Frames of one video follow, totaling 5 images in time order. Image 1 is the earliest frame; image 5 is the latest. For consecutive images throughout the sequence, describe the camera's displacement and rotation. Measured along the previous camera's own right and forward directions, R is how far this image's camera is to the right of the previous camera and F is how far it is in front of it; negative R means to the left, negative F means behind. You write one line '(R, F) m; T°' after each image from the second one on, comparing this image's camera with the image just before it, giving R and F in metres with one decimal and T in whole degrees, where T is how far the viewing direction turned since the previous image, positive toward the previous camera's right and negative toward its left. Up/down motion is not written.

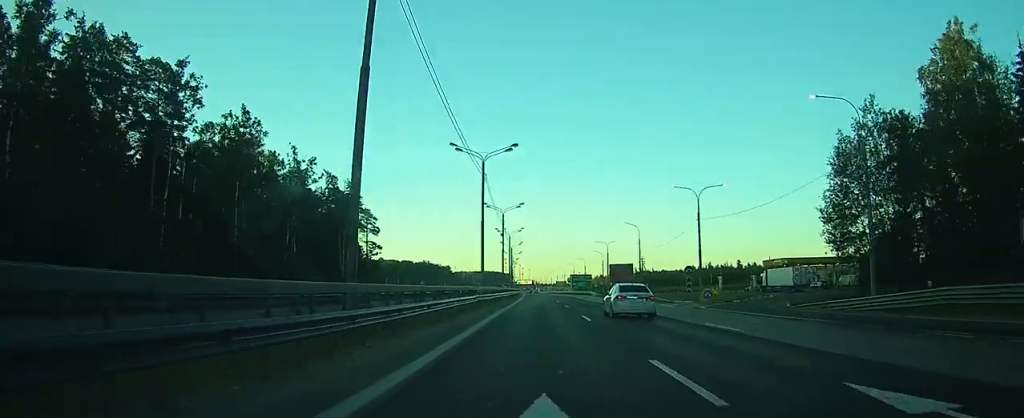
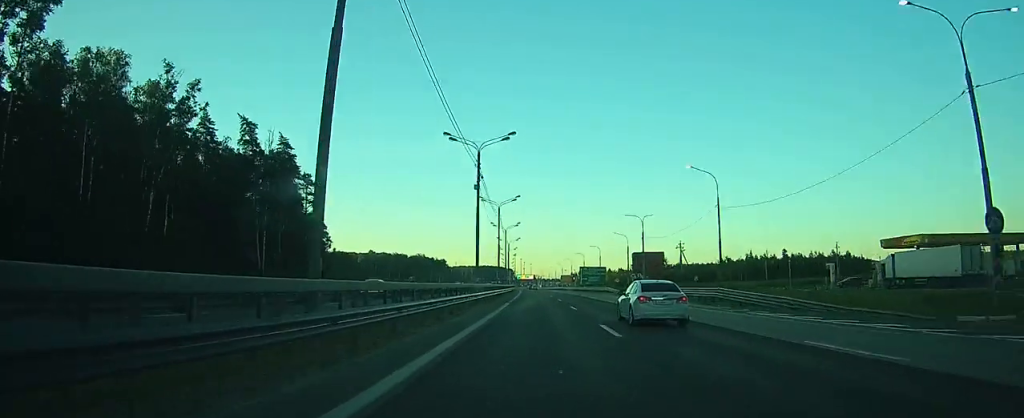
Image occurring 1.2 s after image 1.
(-0.1, +39.4) m; 0°
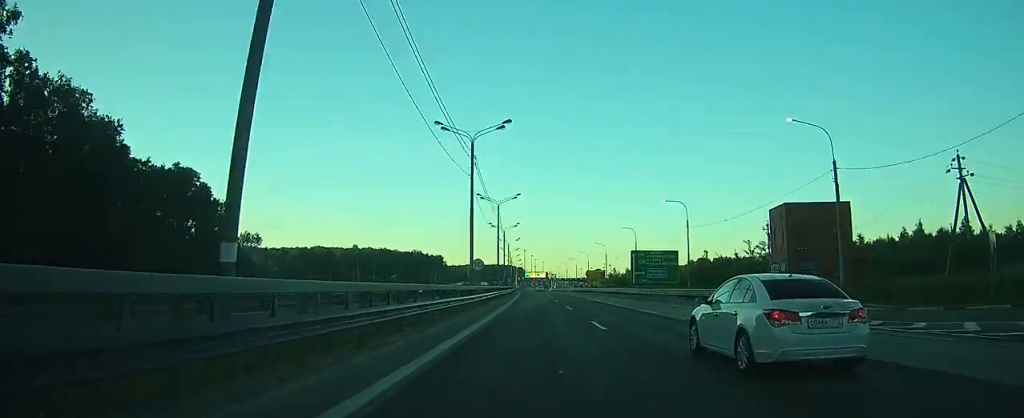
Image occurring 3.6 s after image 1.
(-0.4, +77.6) m; -1°
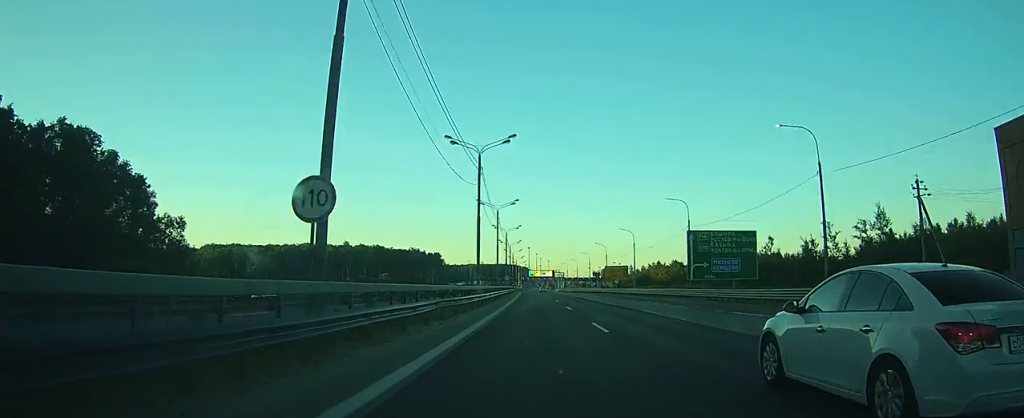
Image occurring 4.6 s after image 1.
(-0.1, +32.8) m; -1°
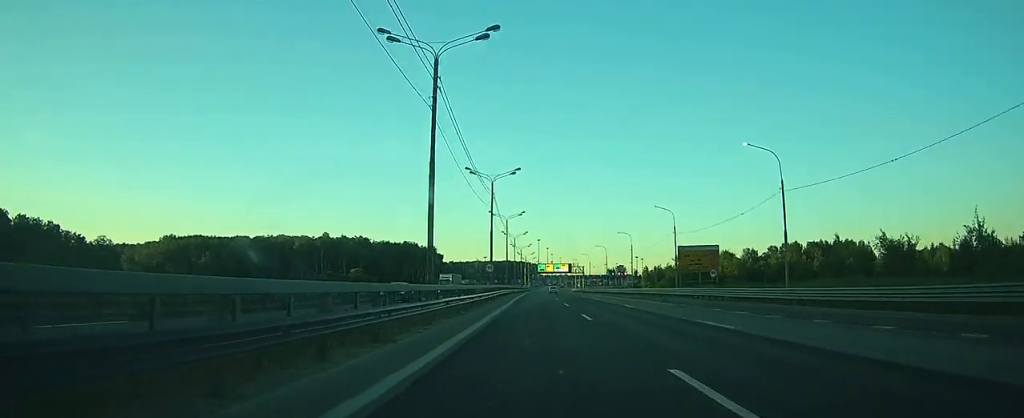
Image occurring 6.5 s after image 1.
(-0.6, +59.4) m; -1°
